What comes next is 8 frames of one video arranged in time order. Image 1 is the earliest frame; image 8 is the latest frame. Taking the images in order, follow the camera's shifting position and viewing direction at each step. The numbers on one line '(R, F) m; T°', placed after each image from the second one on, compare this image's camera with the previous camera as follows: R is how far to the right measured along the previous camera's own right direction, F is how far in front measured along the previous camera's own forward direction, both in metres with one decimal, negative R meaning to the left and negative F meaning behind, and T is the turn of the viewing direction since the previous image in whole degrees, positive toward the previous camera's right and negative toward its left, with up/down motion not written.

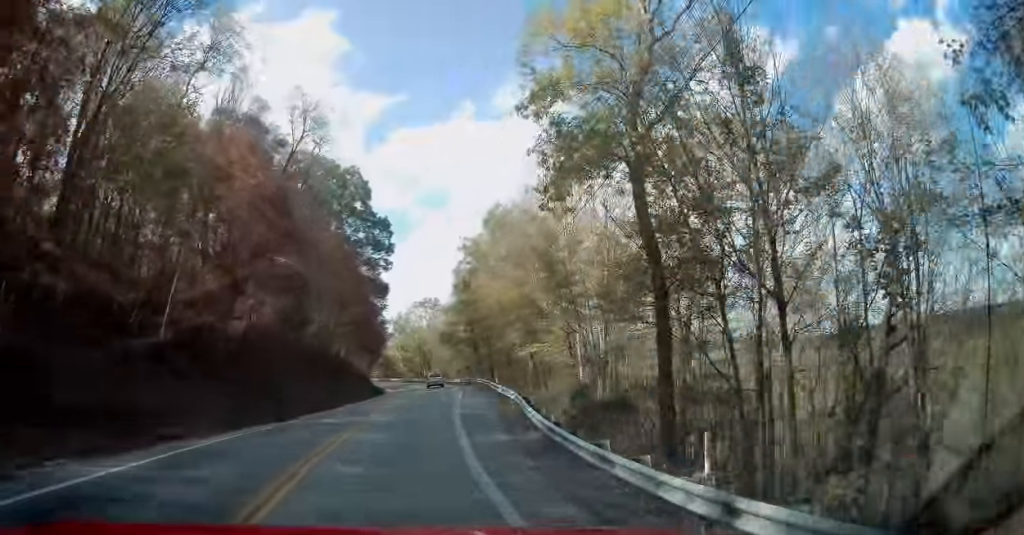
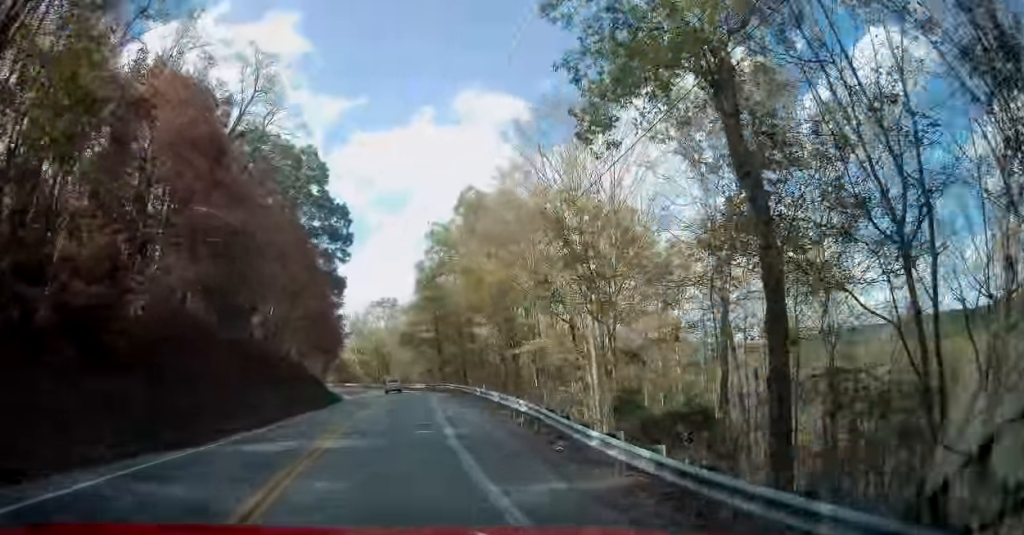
(+0.1, +7.6) m; +3°
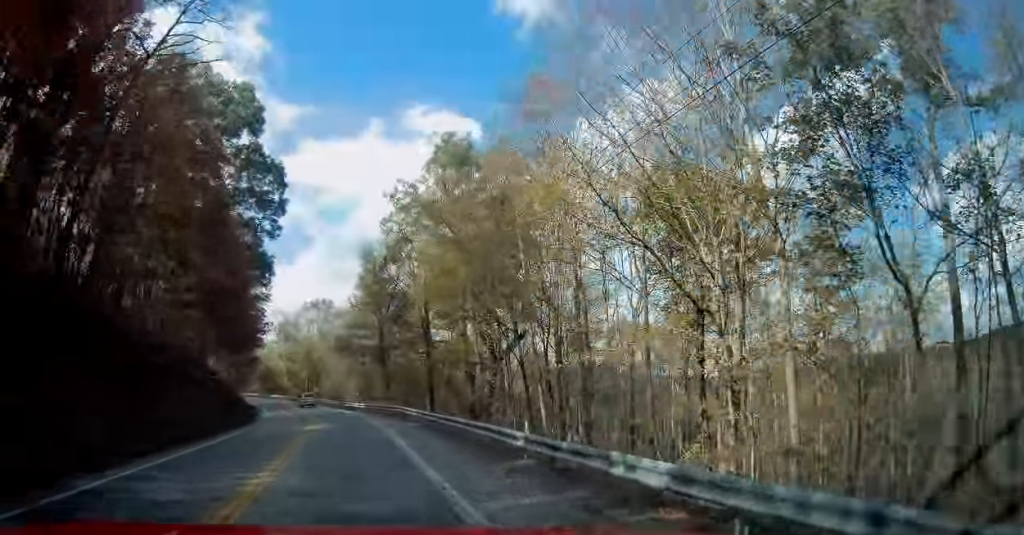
(+0.7, +15.4) m; +6°
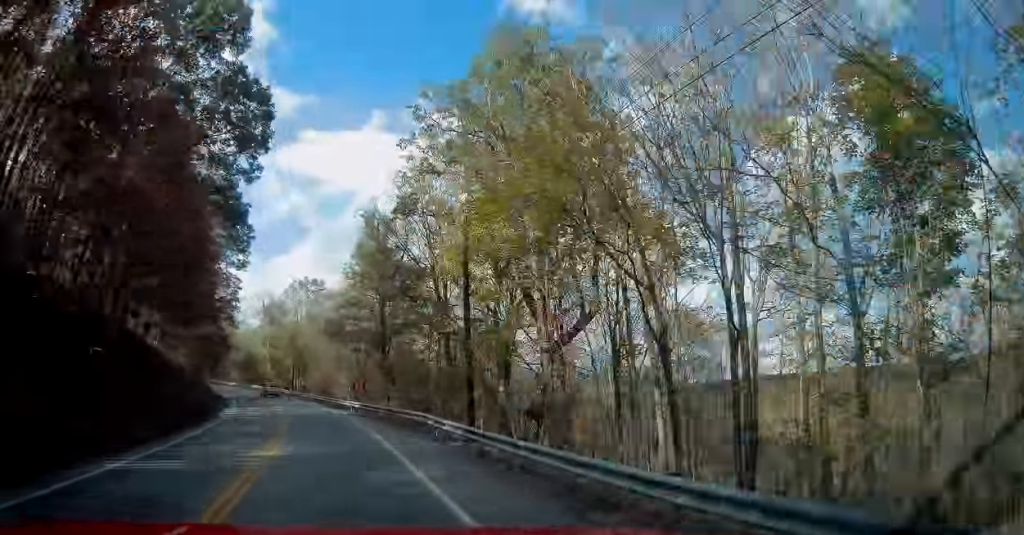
(+0.7, +12.2) m; +1°
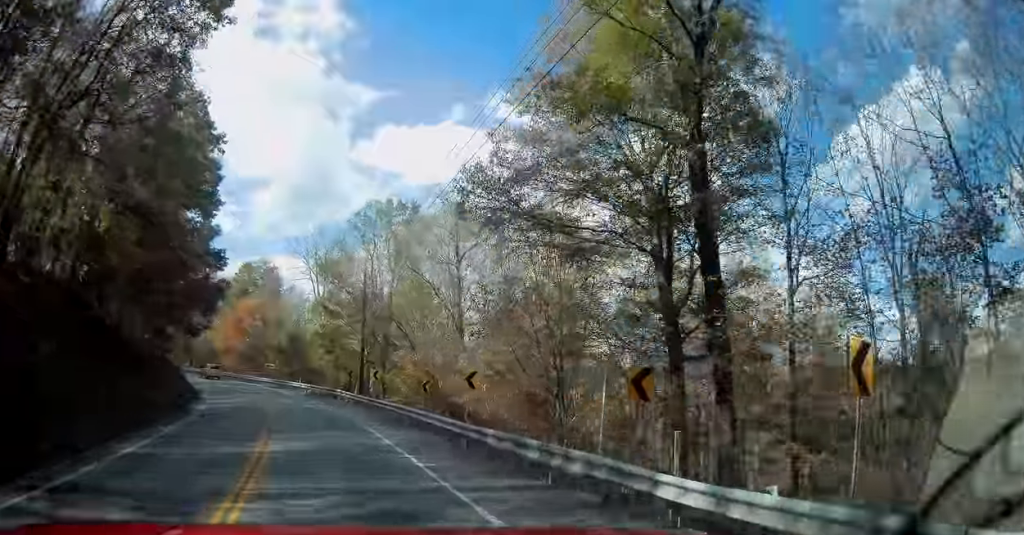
(-3.1, +37.1) m; -11°
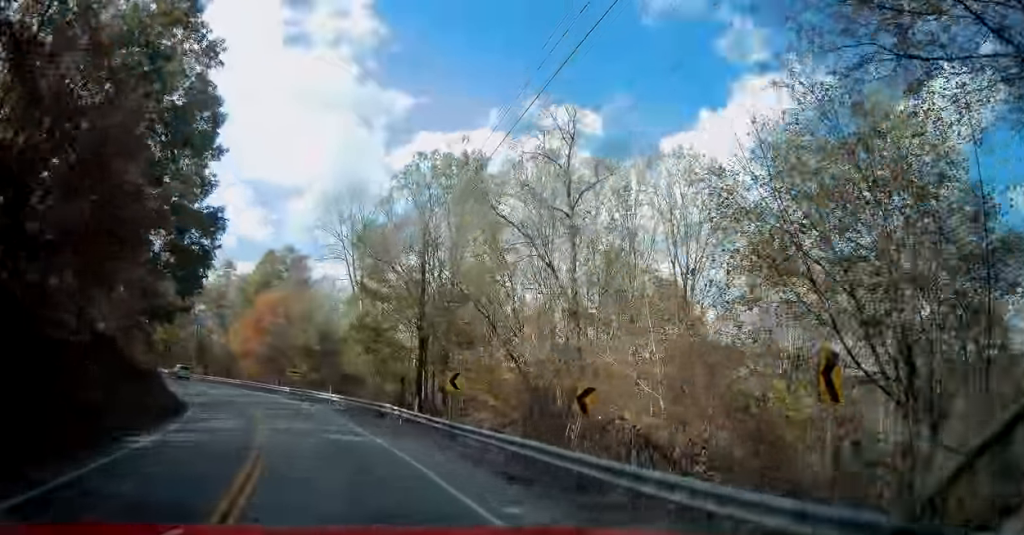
(-0.6, +13.5) m; -5°
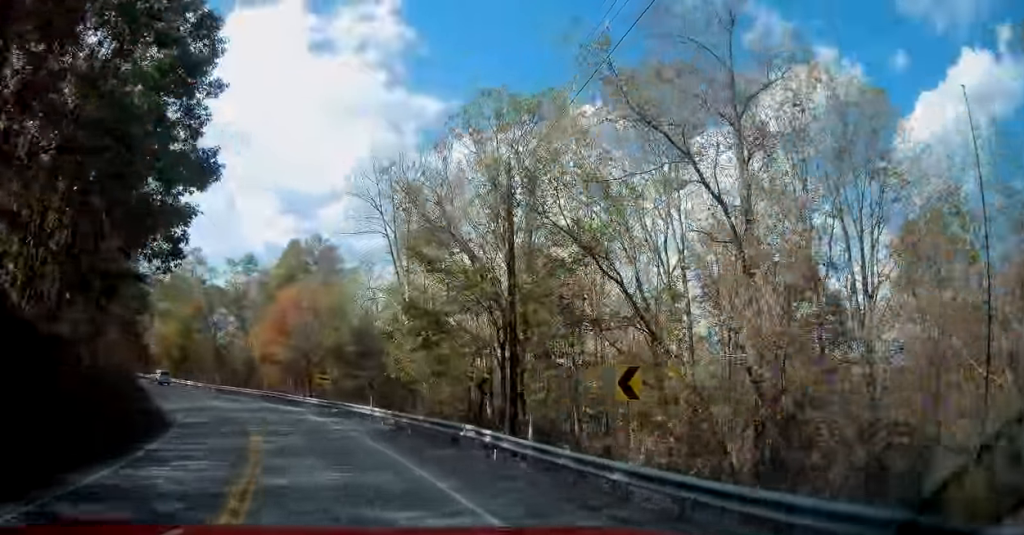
(-0.3, +10.5) m; -4°
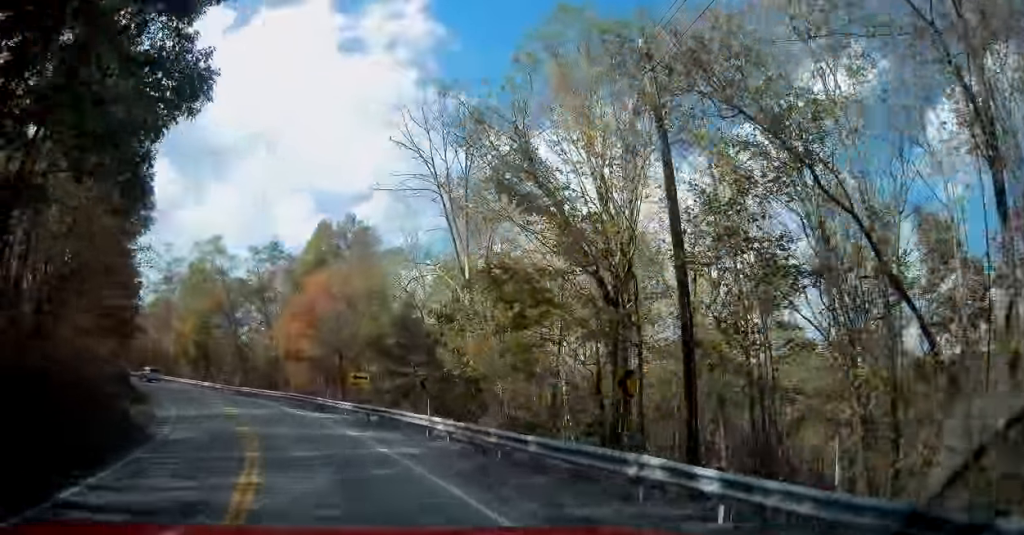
(-0.4, +8.3) m; -3°
